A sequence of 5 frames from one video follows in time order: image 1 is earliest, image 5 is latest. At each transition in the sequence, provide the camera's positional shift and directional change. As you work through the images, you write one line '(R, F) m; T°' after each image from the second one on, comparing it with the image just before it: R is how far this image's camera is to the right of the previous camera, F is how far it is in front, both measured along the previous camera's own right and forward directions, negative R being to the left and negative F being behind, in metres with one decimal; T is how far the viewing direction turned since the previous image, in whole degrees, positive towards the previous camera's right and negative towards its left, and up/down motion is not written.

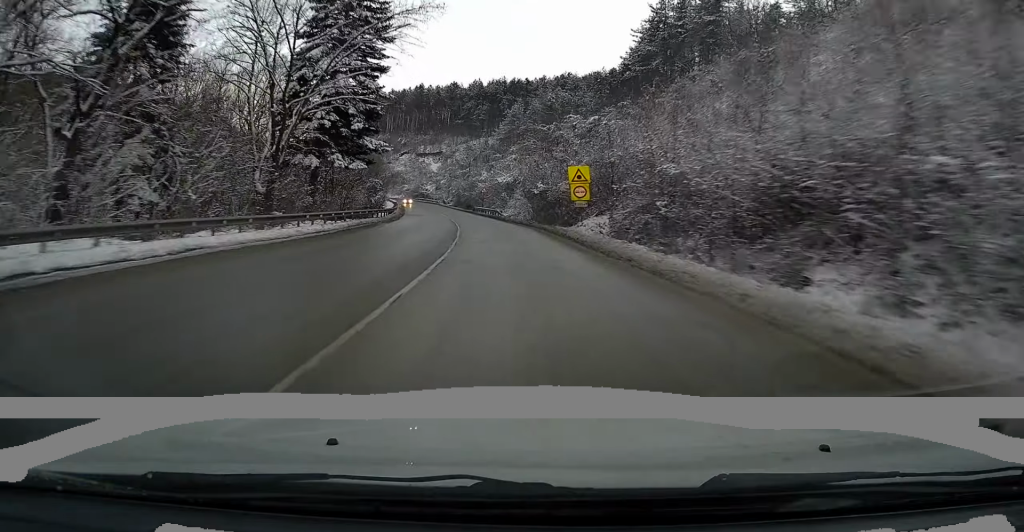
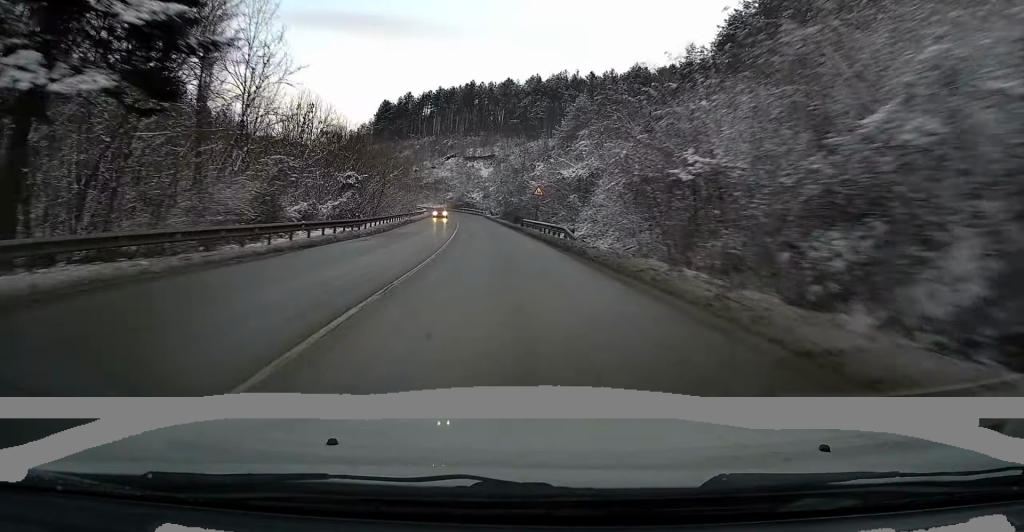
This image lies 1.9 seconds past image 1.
(-0.6, +30.7) m; -4°
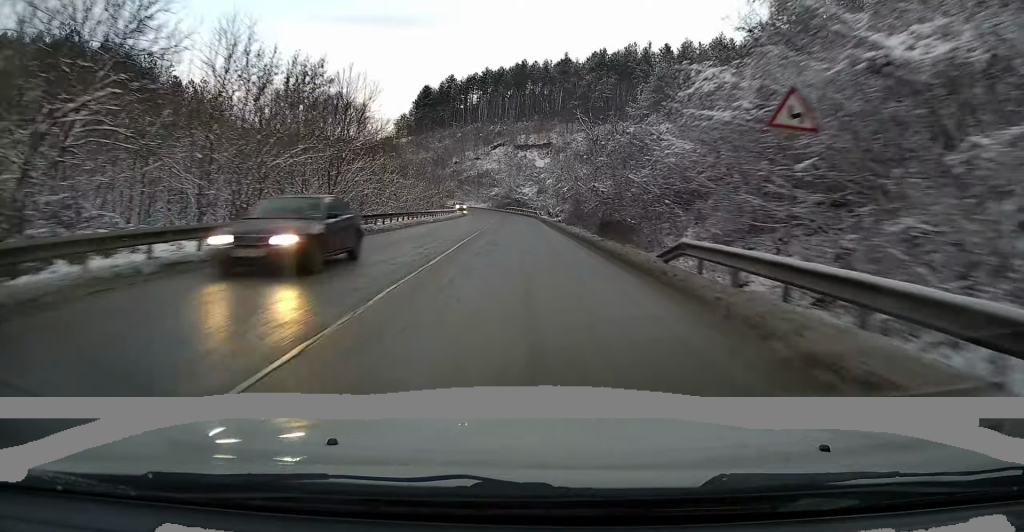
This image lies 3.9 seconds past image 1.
(-1.9, +34.7) m; -5°
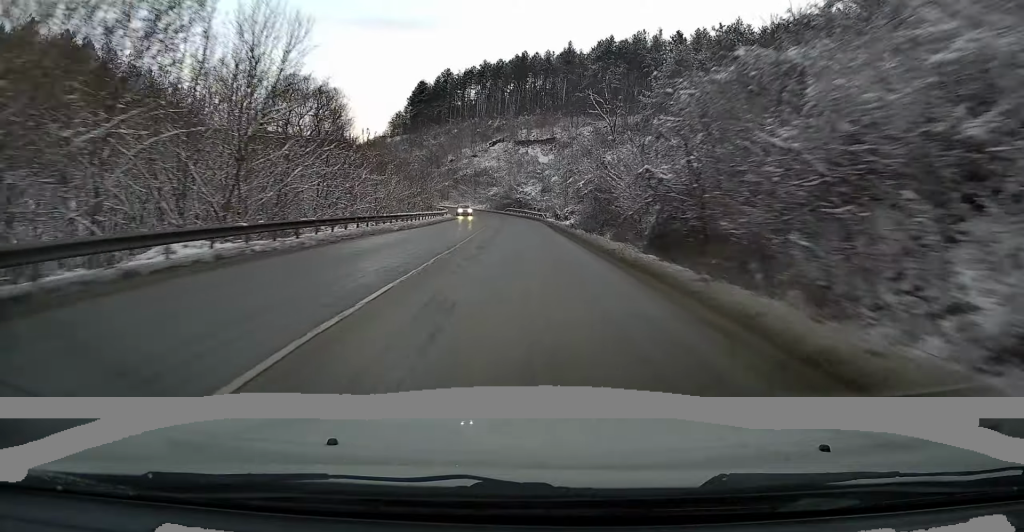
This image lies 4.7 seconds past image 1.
(-0.1, +13.4) m; -1°
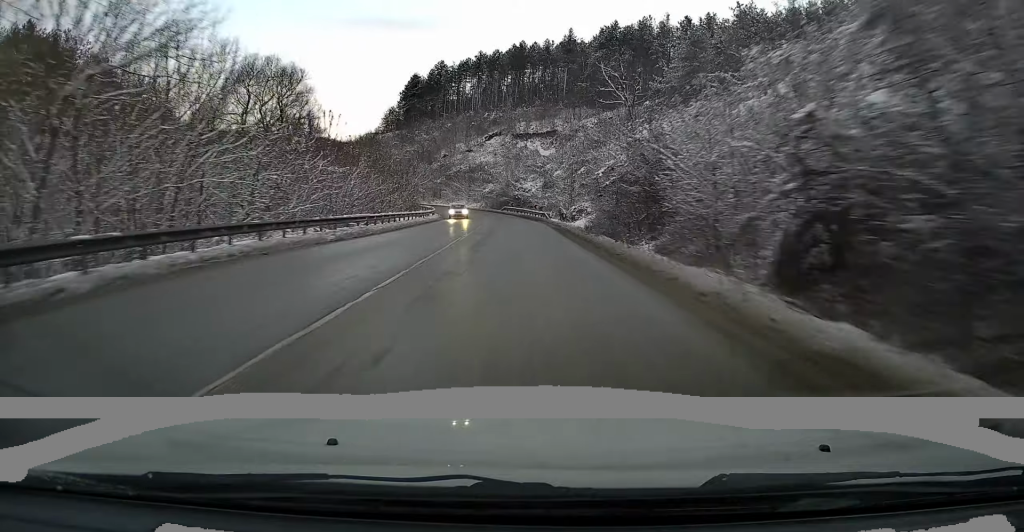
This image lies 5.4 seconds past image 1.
(0.0, +11.0) m; -1°
